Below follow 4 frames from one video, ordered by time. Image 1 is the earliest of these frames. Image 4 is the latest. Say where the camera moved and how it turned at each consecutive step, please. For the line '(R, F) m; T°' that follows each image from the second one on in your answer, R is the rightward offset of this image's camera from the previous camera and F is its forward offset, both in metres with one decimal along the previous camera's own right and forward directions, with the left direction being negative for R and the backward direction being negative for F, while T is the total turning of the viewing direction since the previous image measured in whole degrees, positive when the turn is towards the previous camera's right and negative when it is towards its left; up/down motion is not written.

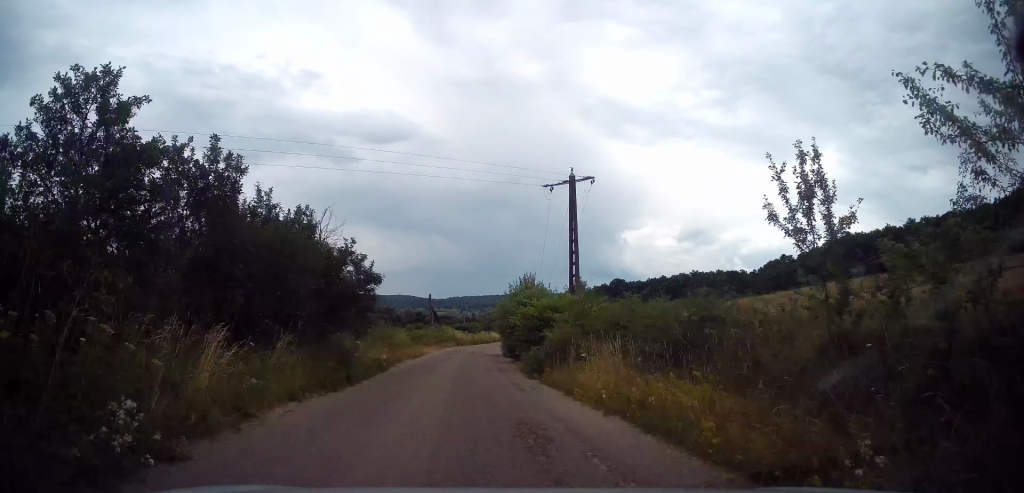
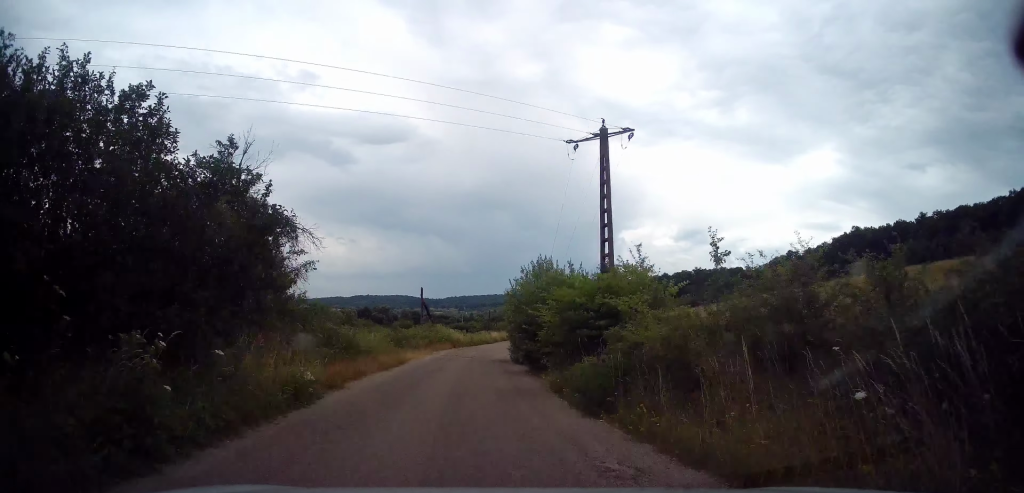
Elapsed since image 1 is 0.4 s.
(-0.2, +8.1) m; +1°
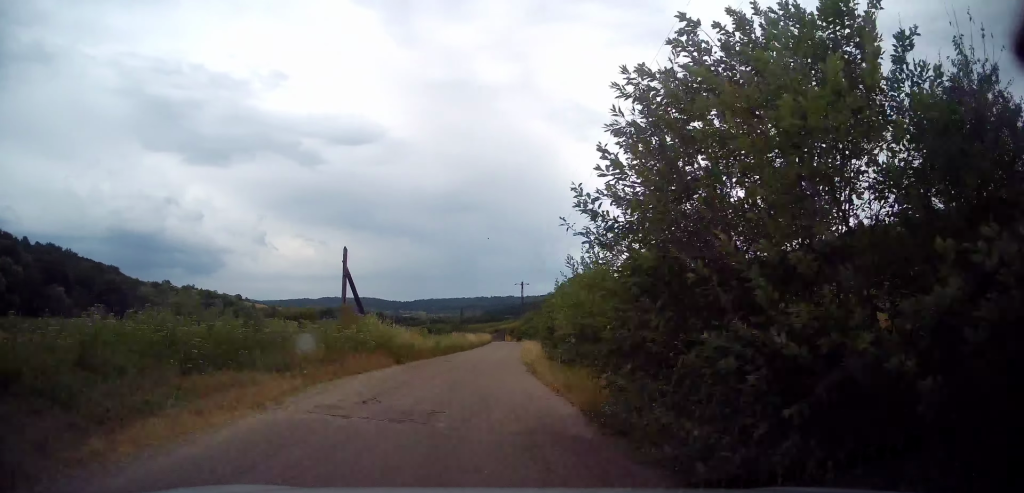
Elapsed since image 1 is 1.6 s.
(+0.5, +22.5) m; +4°
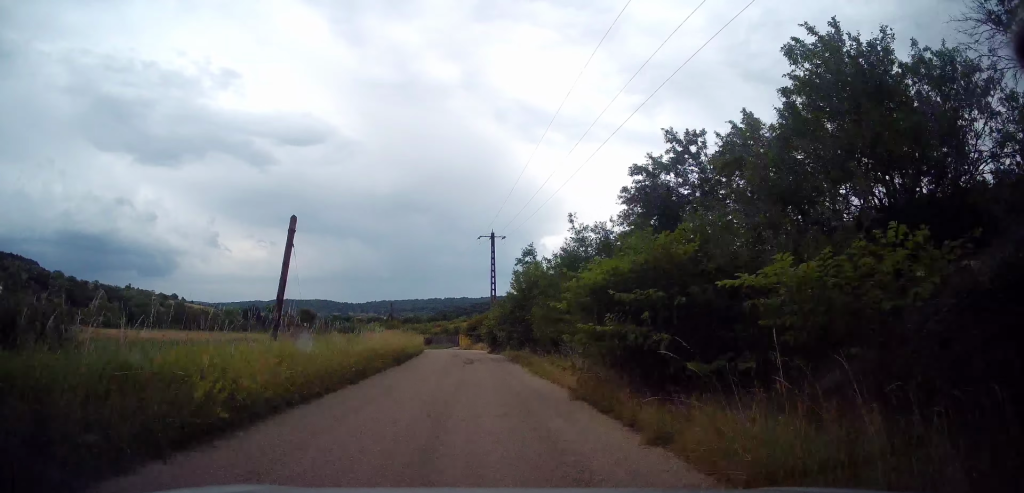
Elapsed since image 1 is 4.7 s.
(+2.9, +56.9) m; +2°
